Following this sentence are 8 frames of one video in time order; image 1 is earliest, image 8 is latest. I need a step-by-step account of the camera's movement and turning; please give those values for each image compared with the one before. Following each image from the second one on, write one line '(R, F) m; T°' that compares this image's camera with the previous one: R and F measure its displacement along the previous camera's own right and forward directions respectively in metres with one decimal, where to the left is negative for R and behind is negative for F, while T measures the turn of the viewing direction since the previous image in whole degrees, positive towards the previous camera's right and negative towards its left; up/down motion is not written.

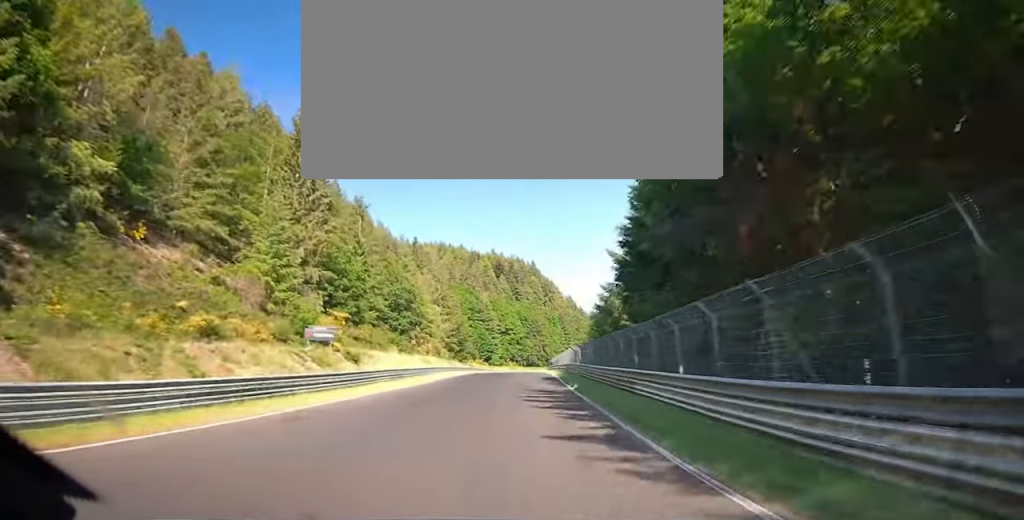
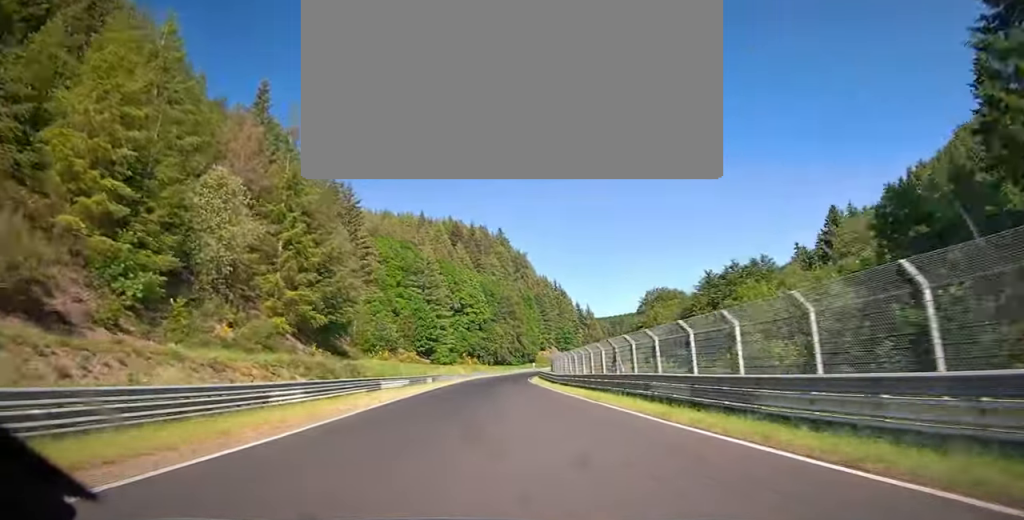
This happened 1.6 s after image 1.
(+4.6, +75.7) m; +3°
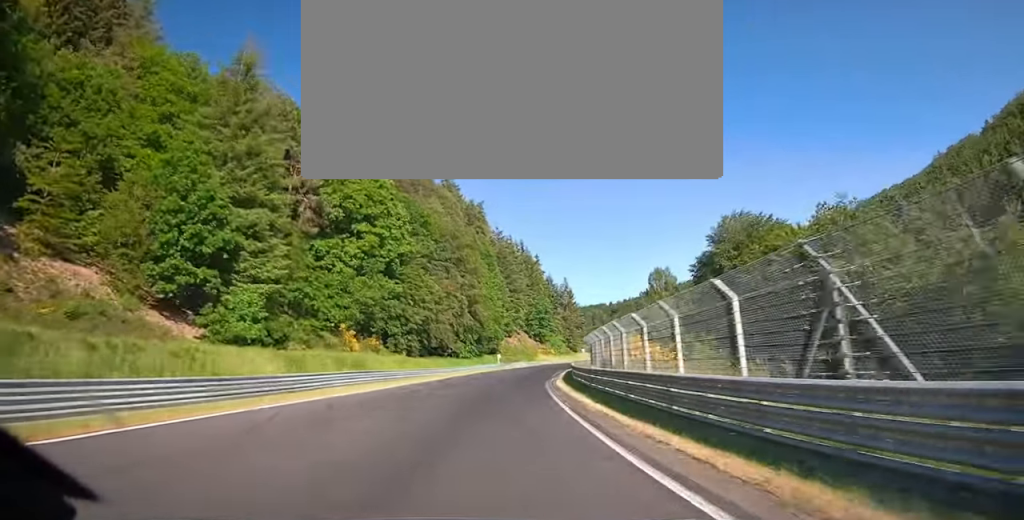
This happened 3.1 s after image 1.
(+1.9, +71.5) m; +7°
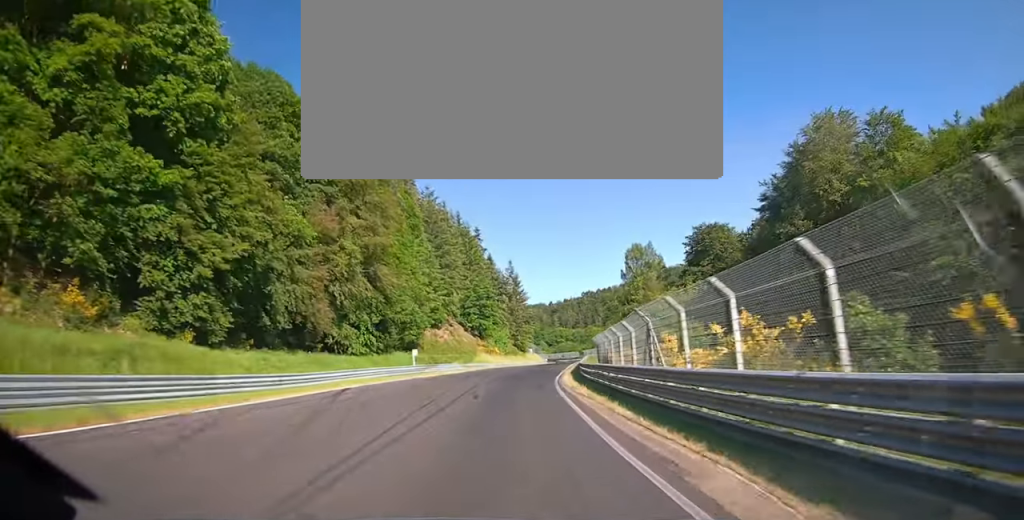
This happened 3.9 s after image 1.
(+1.8, +36.4) m; +4°
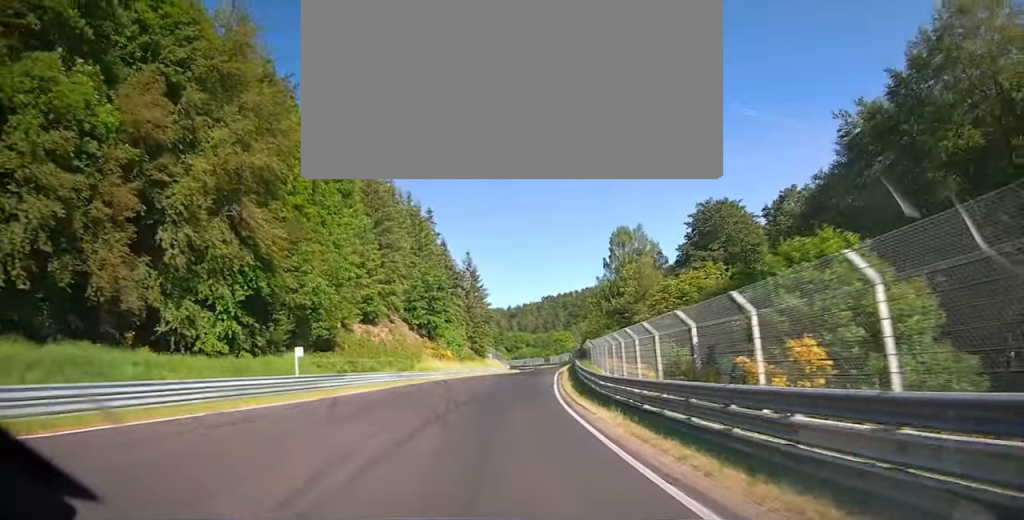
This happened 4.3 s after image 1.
(+0.4, +21.4) m; +2°
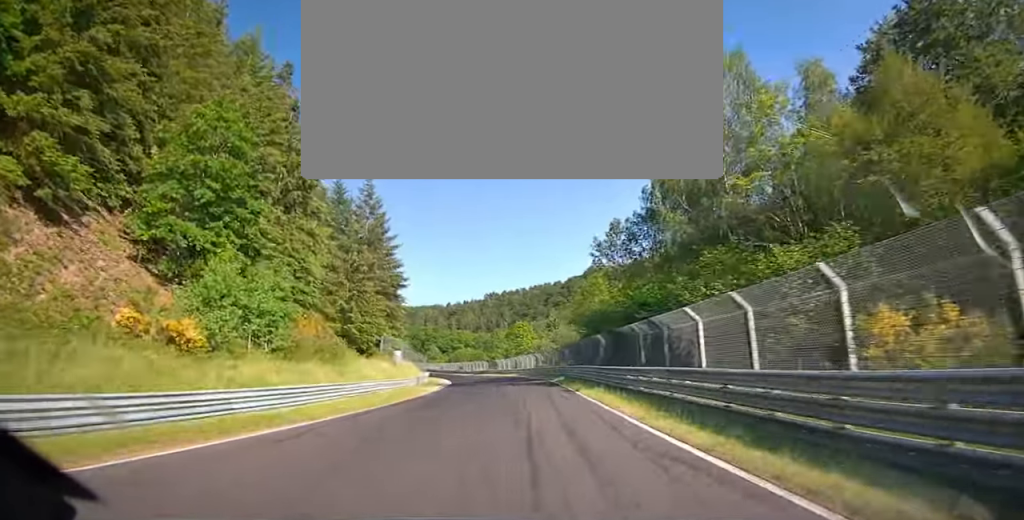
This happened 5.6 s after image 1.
(+3.4, +56.7) m; +6°
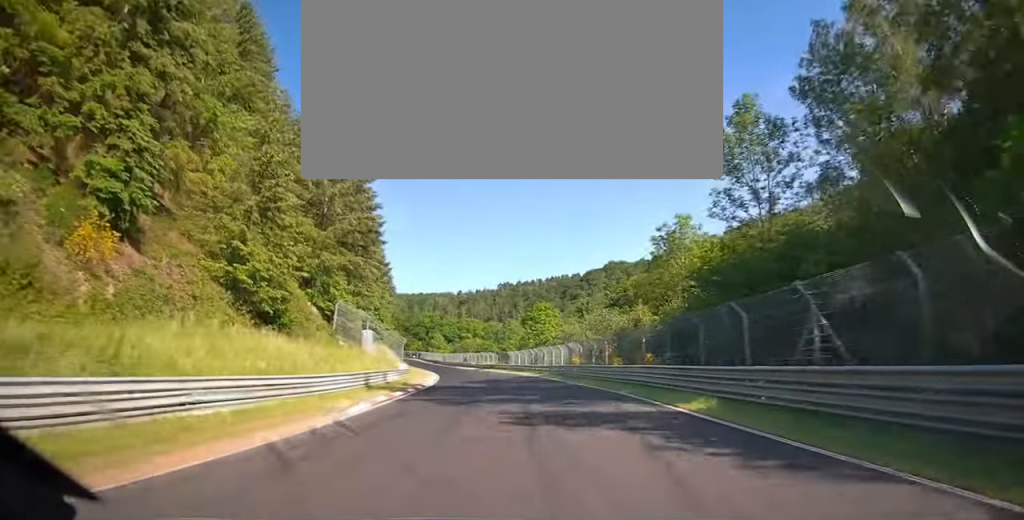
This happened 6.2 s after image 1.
(+0.6, +24.2) m; +2°
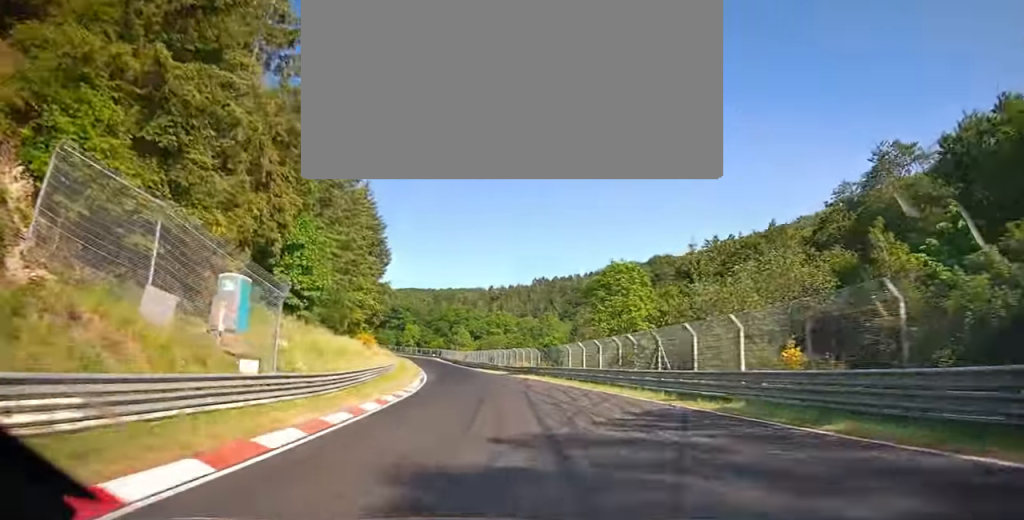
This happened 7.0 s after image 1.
(+0.2, +33.3) m; 0°
